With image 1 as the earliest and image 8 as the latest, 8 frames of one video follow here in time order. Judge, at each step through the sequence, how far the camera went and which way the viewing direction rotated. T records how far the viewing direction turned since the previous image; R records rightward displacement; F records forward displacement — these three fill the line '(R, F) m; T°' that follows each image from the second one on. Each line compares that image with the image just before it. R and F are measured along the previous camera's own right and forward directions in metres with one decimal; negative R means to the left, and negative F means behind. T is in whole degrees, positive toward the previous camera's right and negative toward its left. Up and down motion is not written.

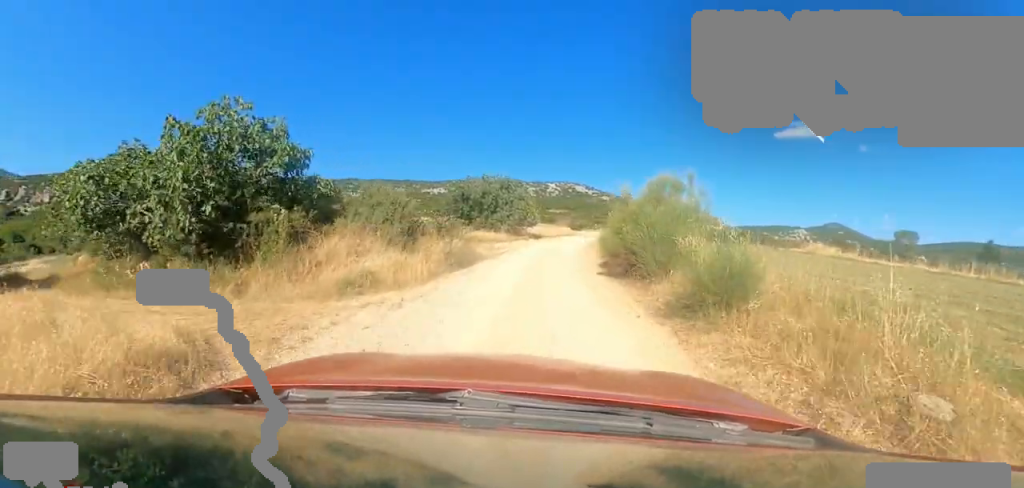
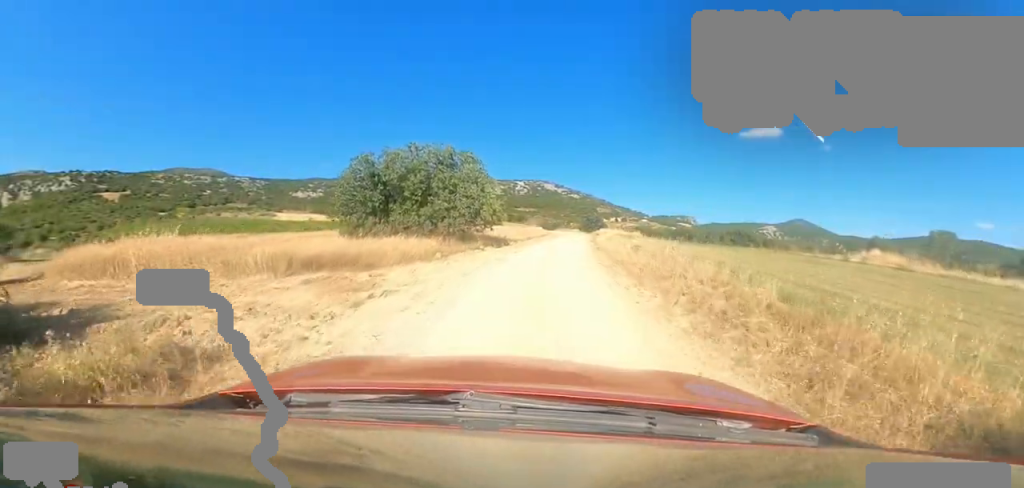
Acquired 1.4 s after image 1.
(-0.3, +13.1) m; +5°
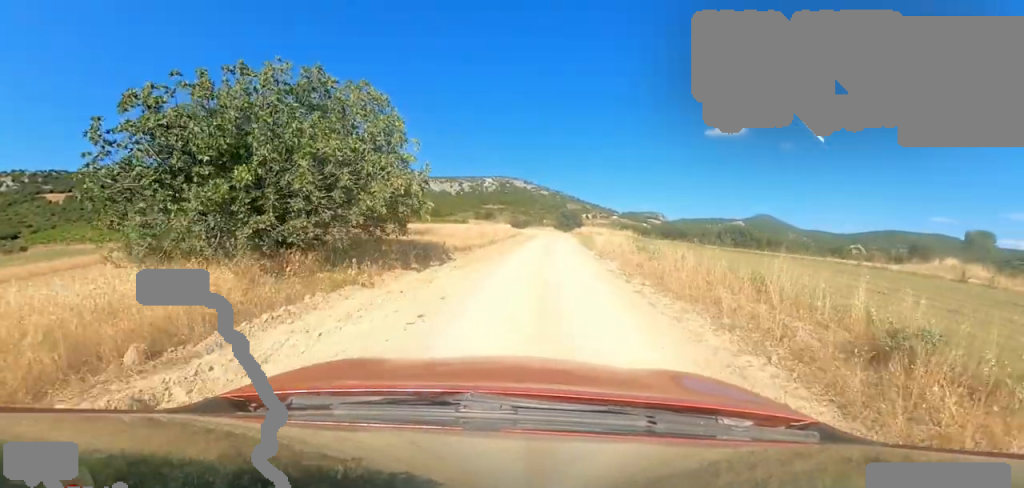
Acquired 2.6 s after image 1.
(+1.1, +11.2) m; +6°
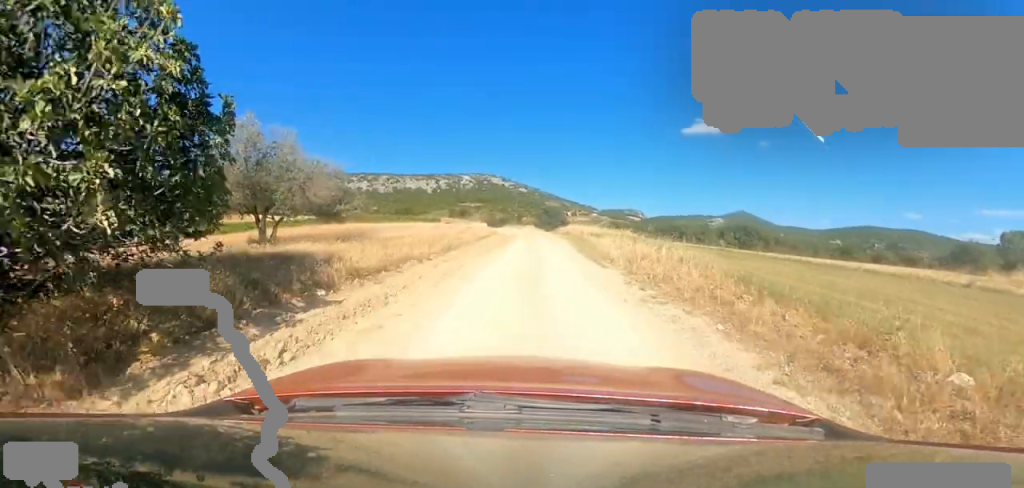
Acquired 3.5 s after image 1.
(0.0, +8.1) m; 0°
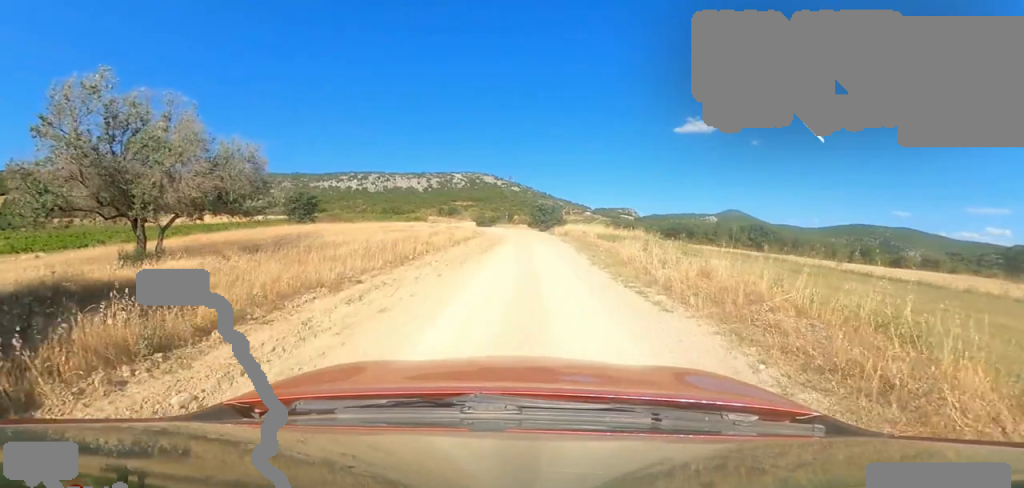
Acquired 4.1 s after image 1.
(0.0, +5.5) m; 0°
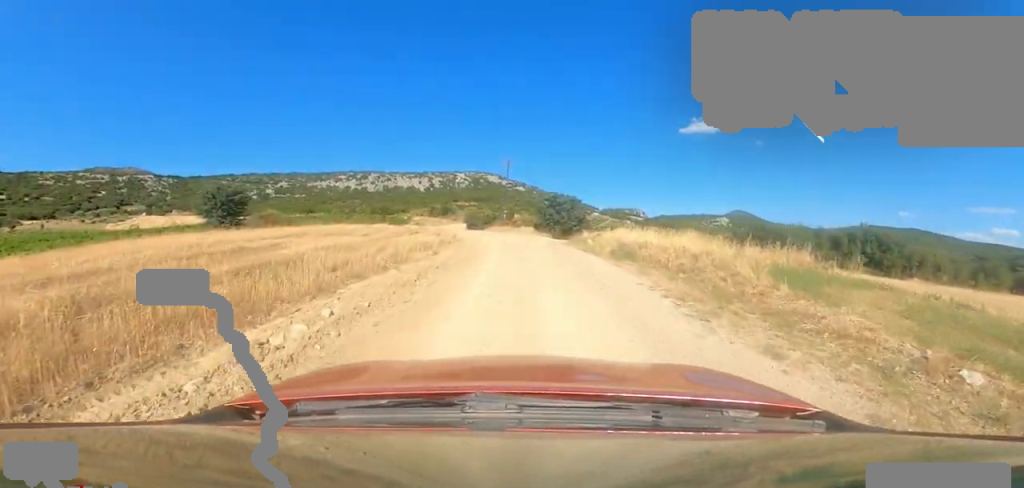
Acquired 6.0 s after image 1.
(+0.1, +16.6) m; +8°
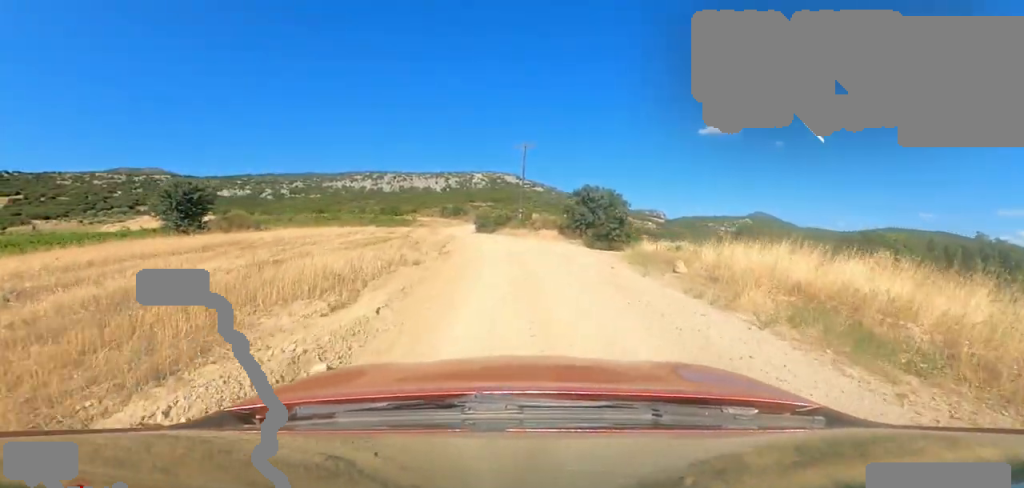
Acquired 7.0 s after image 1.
(+1.2, +8.6) m; +2°
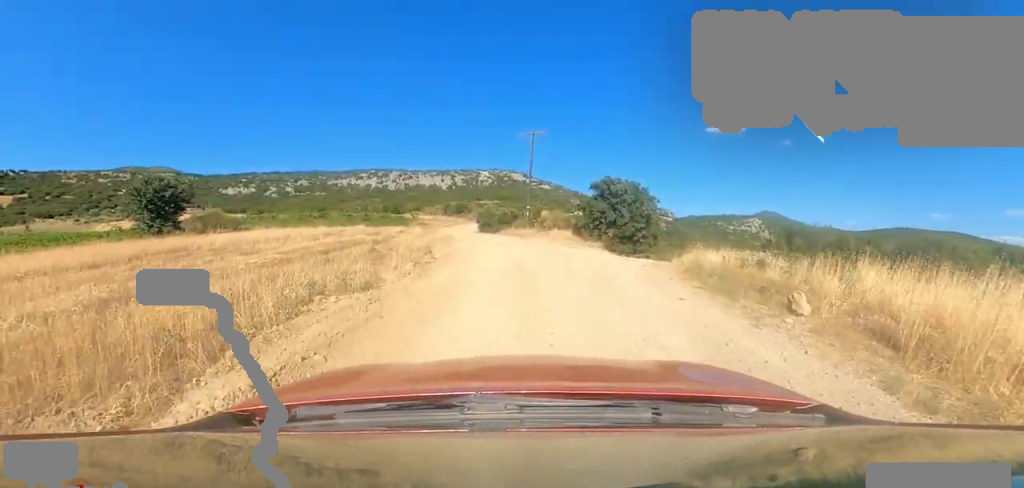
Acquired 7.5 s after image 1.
(-0.3, +4.1) m; -7°
